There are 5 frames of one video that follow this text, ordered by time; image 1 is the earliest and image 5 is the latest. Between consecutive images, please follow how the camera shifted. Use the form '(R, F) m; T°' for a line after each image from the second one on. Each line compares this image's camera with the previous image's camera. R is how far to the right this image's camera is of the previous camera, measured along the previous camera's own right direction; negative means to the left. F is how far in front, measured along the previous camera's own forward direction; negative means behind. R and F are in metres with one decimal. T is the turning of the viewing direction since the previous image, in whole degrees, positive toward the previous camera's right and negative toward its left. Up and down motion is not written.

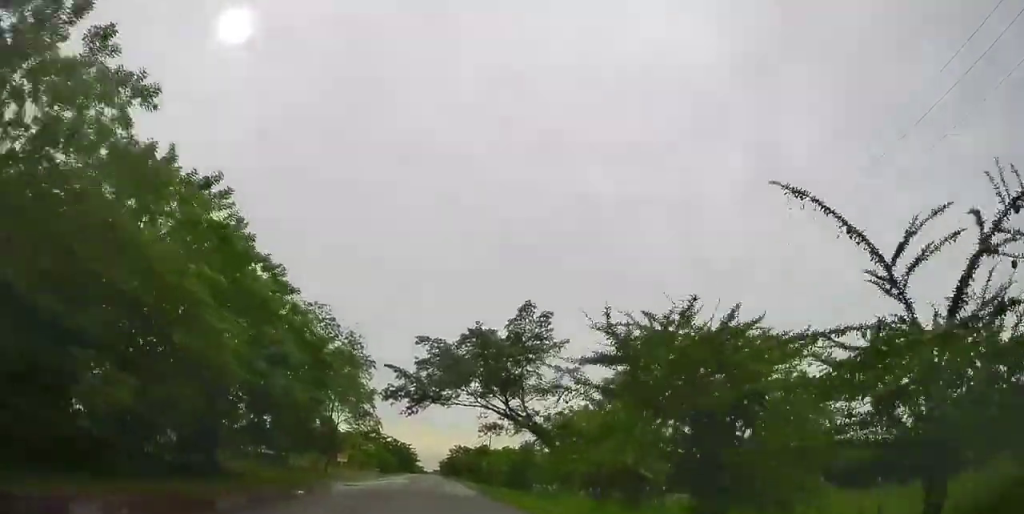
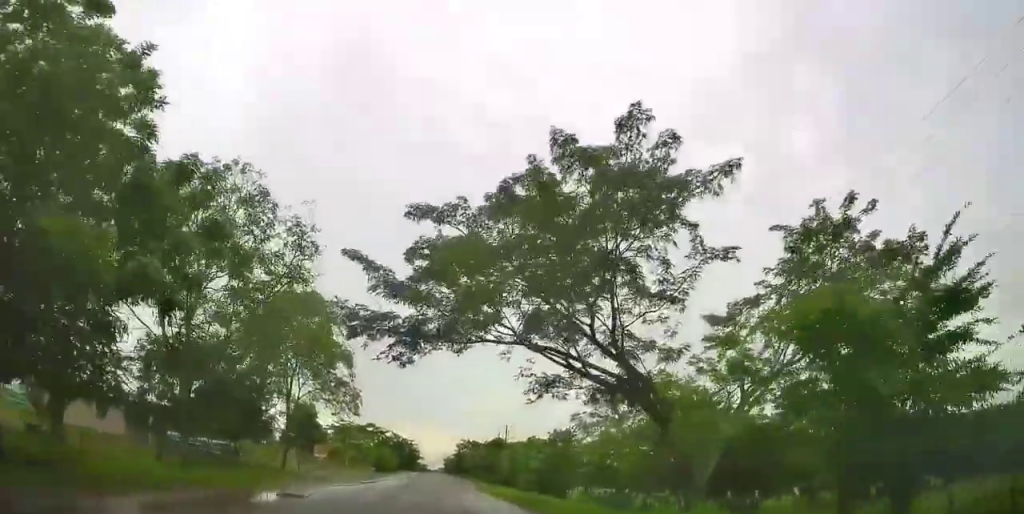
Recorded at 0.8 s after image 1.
(0.0, +18.2) m; -1°
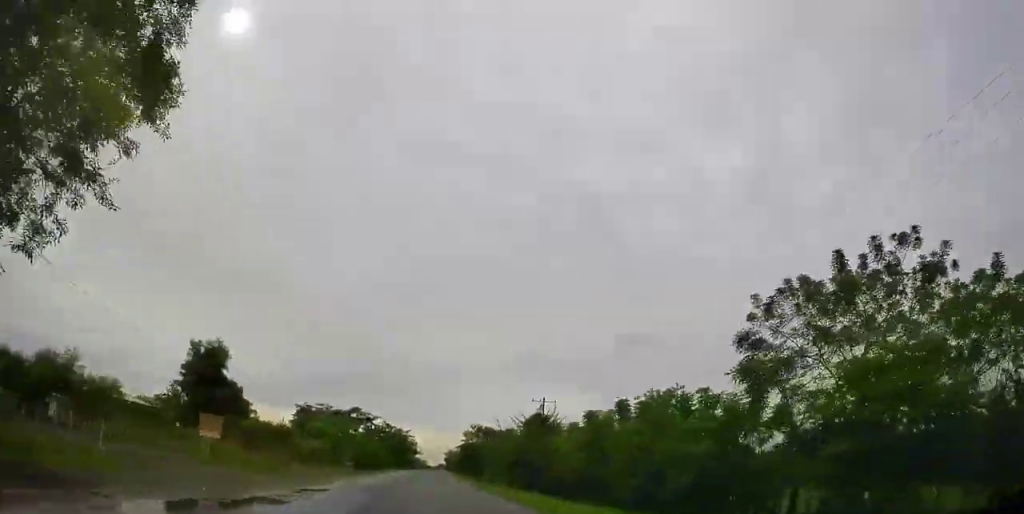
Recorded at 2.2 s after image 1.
(-0.5, +30.6) m; -1°
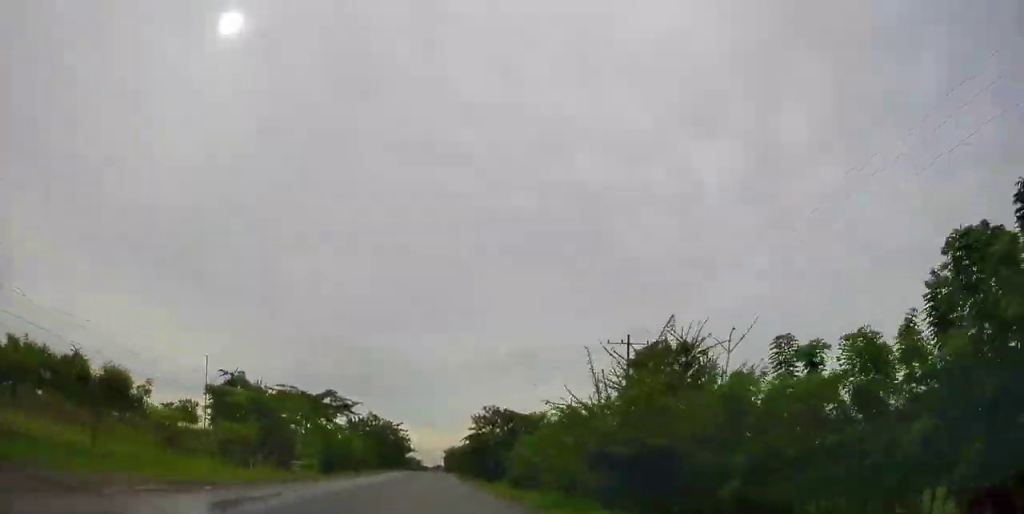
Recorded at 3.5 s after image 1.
(+0.2, +27.5) m; +1°
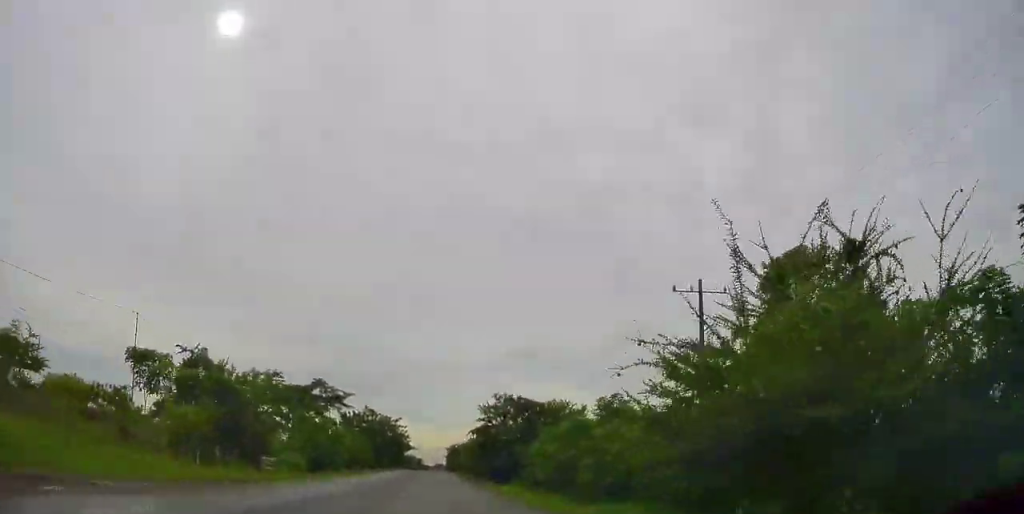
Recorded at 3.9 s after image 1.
(+0.1, +9.8) m; -1°
